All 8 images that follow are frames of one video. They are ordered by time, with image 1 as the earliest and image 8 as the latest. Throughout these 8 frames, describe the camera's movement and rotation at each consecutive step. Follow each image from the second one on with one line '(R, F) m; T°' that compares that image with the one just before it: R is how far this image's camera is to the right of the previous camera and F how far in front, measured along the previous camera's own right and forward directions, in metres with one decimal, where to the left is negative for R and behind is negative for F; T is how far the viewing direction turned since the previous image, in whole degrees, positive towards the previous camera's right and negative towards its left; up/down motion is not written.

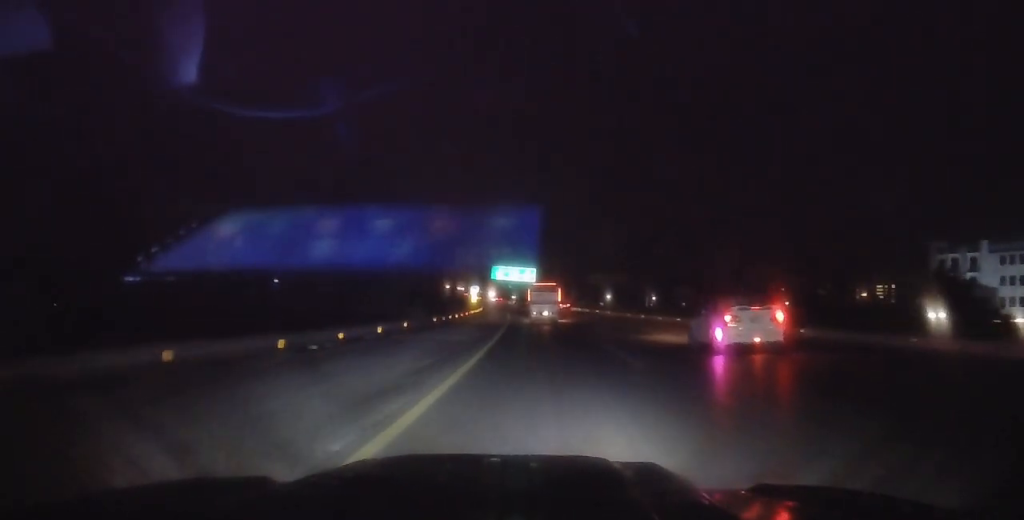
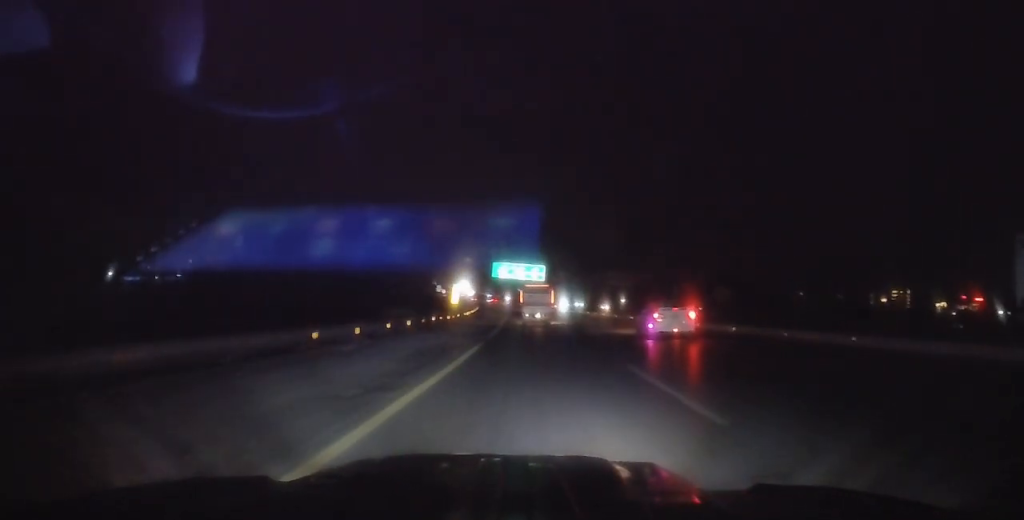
(-0.3, +23.9) m; -2°
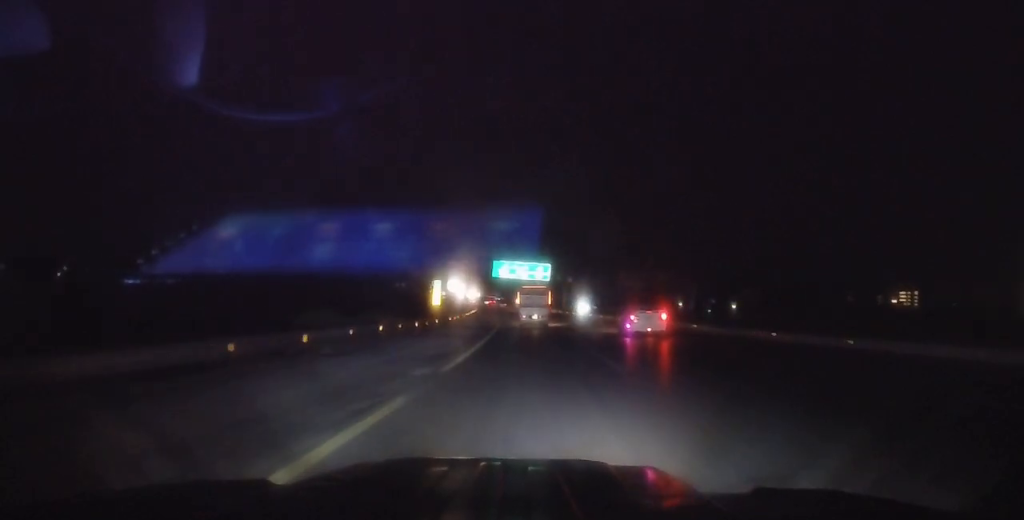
(-0.1, +11.8) m; -1°
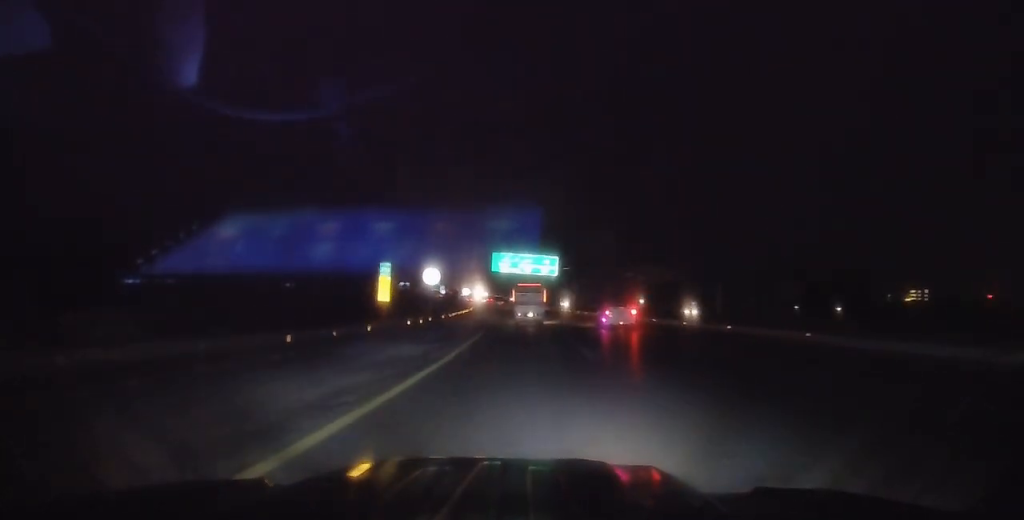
(-0.1, +15.5) m; 0°
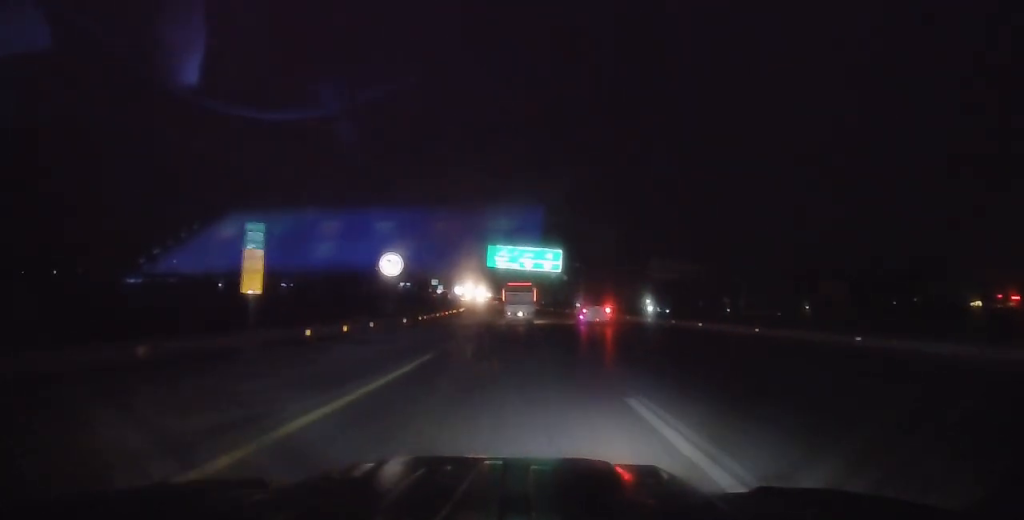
(+0.1, +12.9) m; +1°
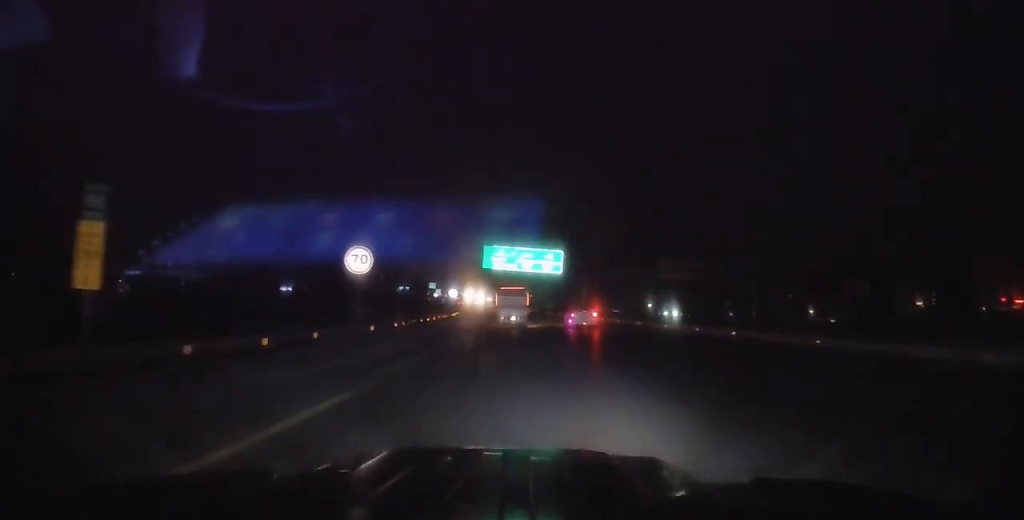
(+0.1, +6.0) m; 0°
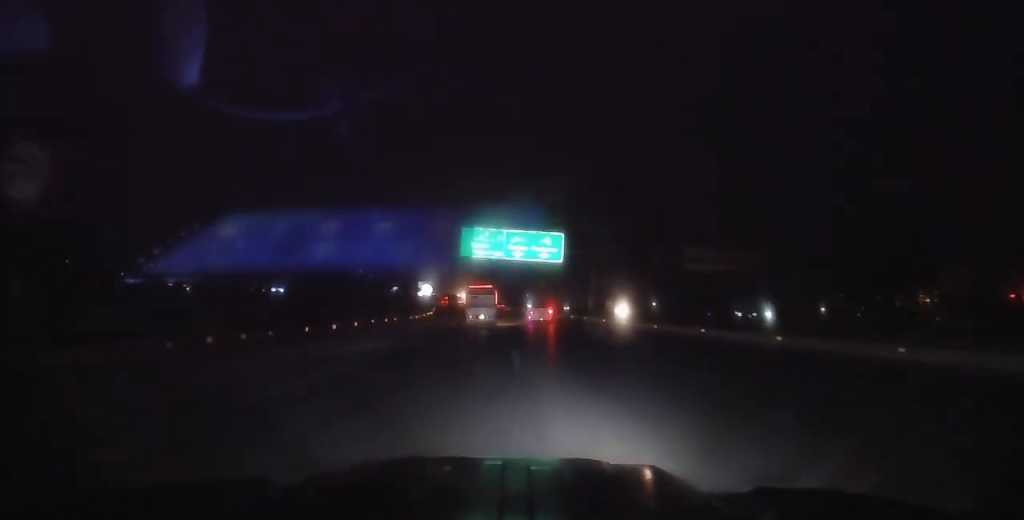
(-0.1, +19.4) m; -1°
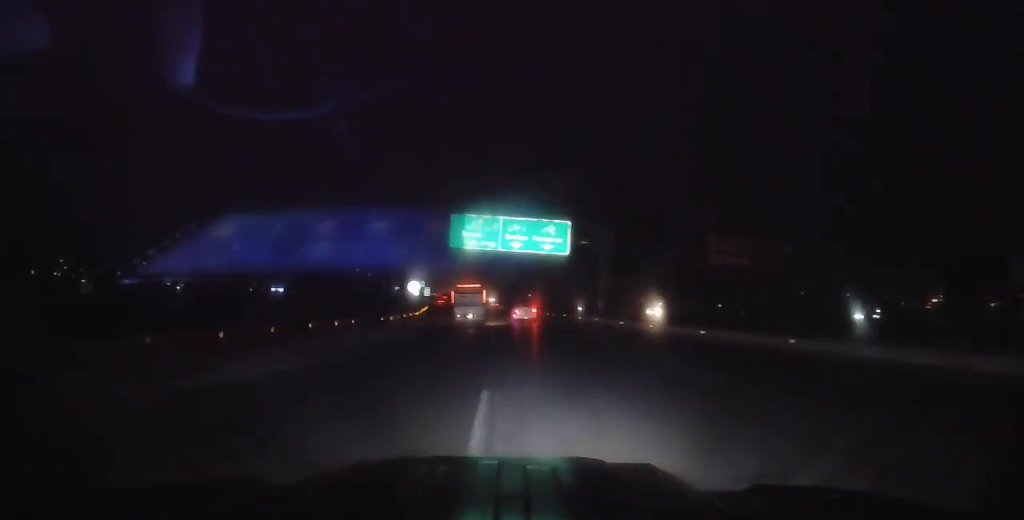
(-0.1, +9.5) m; -1°
